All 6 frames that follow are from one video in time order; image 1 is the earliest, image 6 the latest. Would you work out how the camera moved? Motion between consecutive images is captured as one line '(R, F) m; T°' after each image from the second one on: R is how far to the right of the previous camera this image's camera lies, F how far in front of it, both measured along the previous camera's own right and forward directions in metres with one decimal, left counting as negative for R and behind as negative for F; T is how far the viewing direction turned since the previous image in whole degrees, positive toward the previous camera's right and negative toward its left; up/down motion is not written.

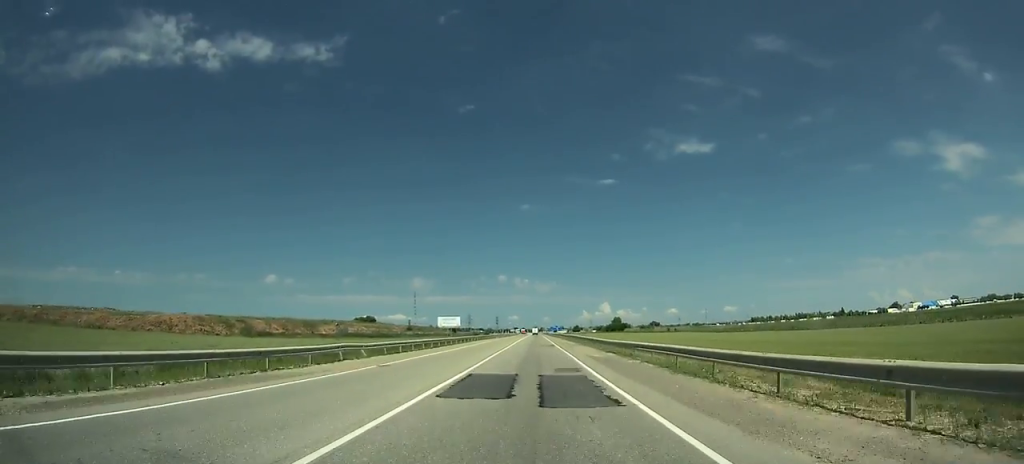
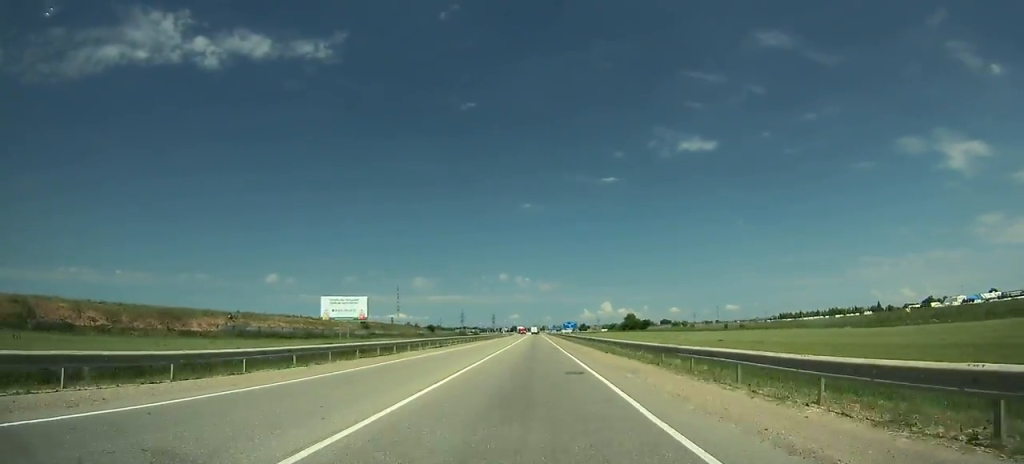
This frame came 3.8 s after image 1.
(+0.1, +88.6) m; 0°
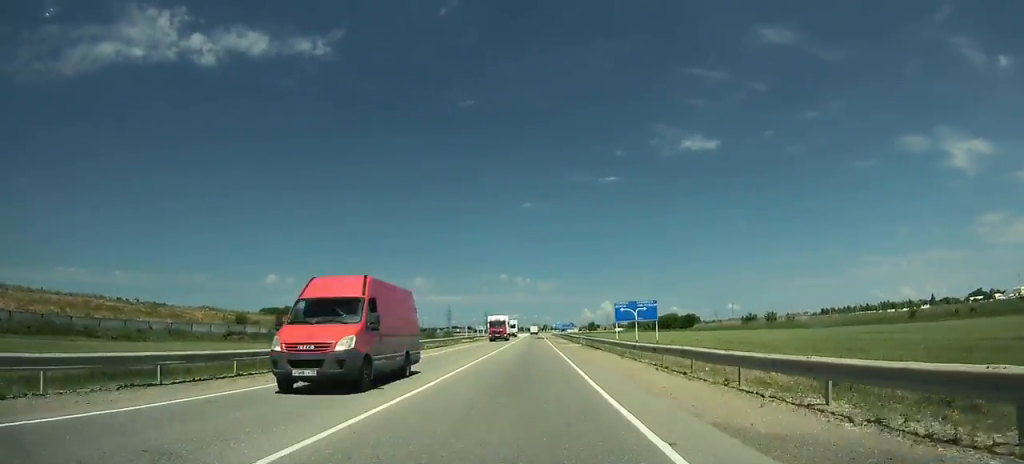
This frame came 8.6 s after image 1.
(+0.3, +107.7) m; 0°
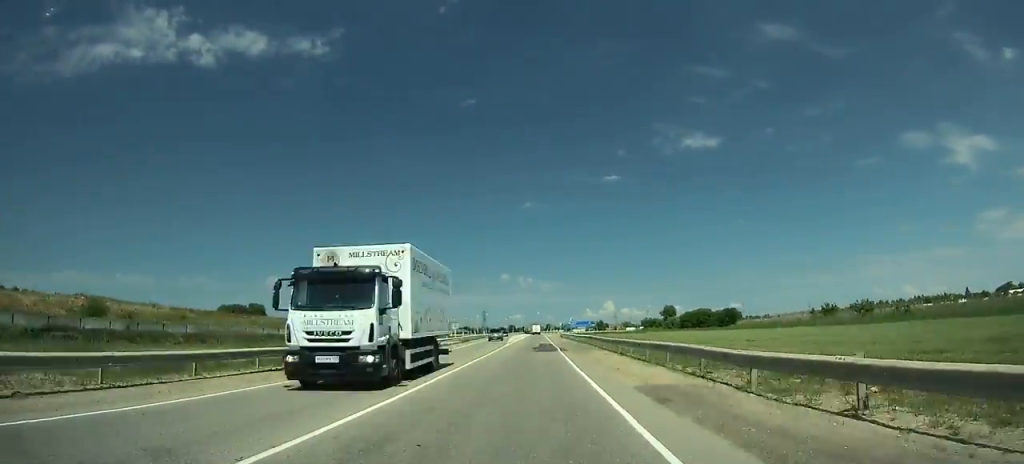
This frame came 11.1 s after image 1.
(-0.4, +53.6) m; 0°
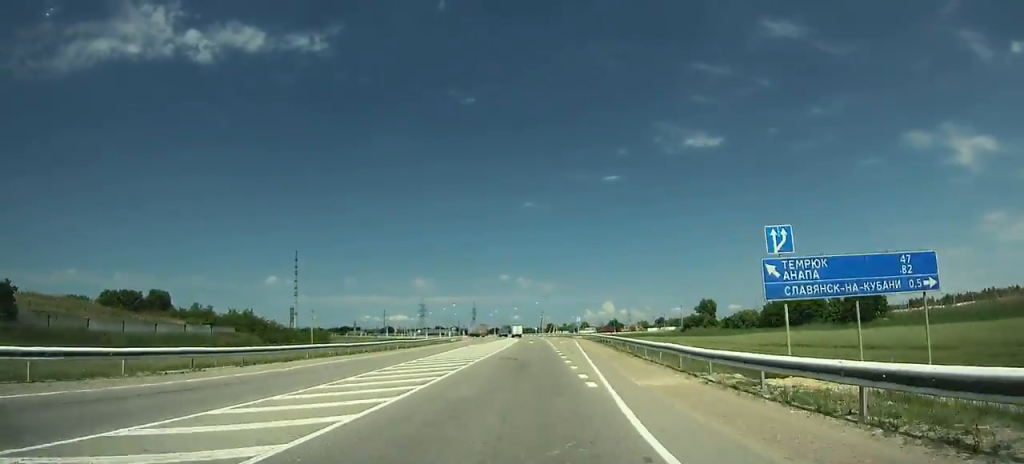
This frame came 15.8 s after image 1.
(0.0, +94.9) m; 0°
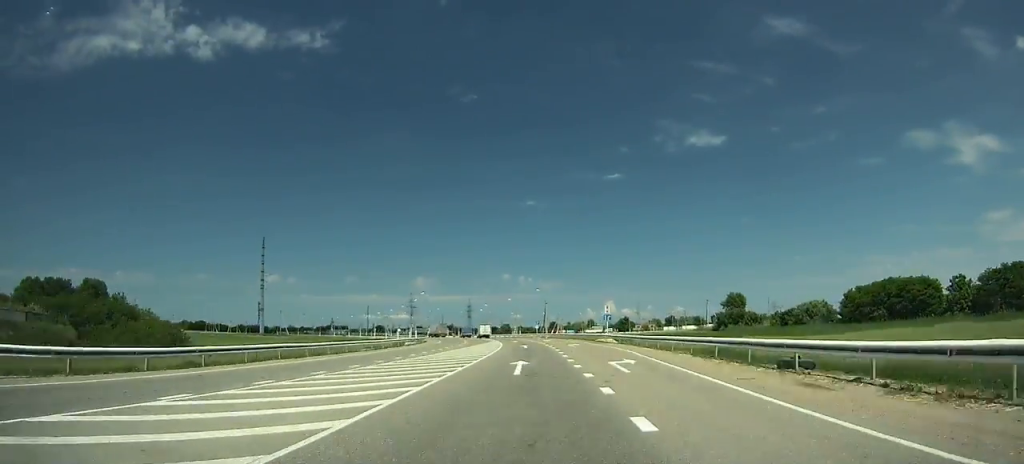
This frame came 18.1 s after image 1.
(-0.1, +43.9) m; -1°
